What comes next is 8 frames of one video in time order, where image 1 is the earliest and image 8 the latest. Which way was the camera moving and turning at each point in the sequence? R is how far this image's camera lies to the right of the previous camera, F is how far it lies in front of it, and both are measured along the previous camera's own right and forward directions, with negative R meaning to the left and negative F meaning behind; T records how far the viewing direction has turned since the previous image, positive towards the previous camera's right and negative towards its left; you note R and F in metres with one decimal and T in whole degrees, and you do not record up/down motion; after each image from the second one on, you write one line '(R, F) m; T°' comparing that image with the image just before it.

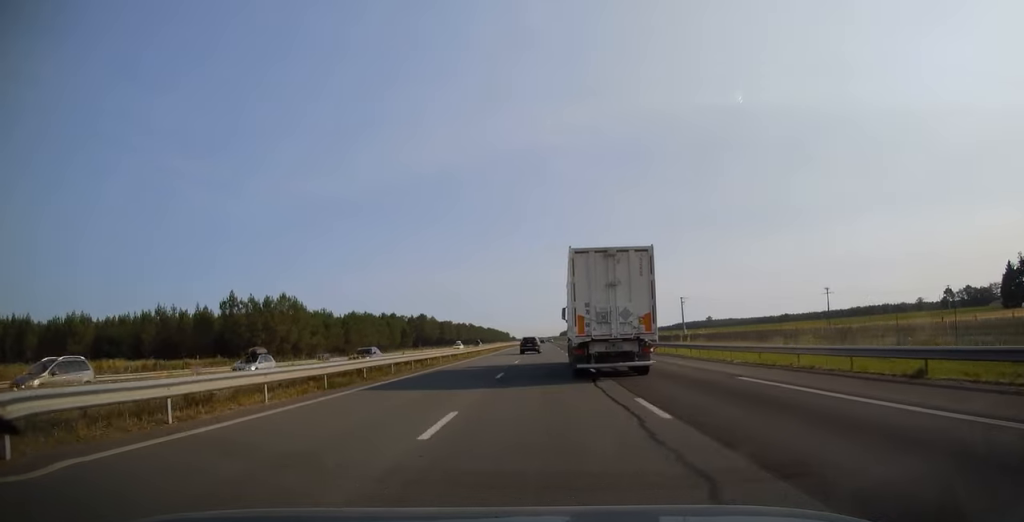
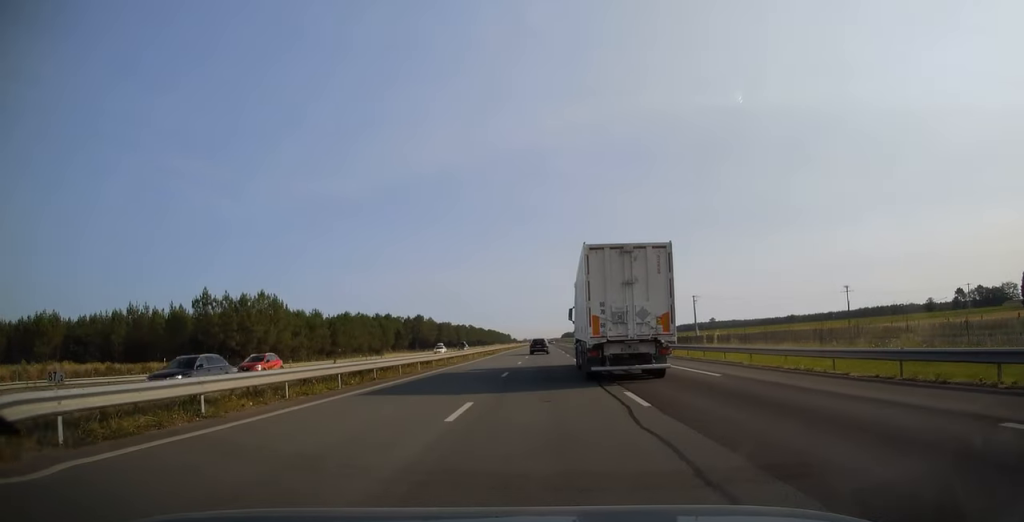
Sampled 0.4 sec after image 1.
(0.0, +11.0) m; 0°
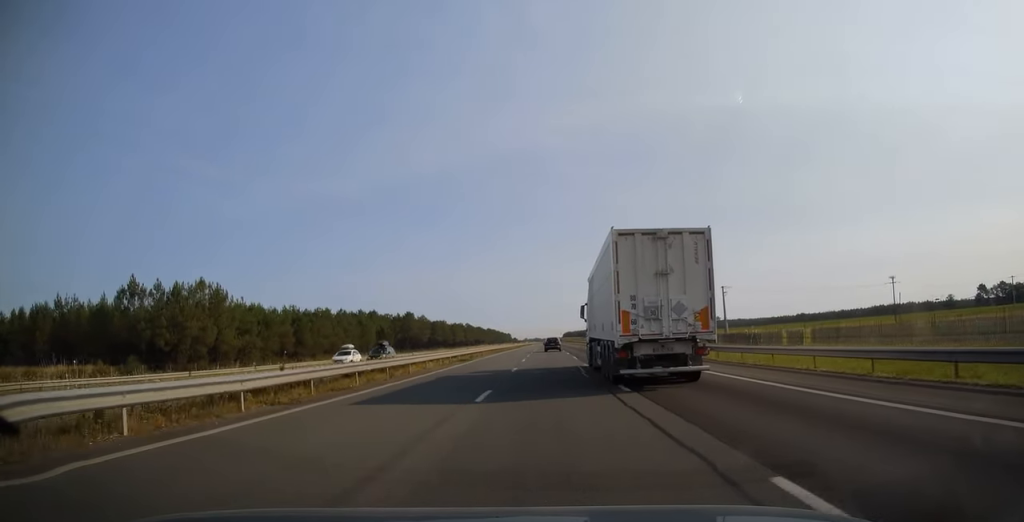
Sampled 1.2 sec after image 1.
(0.0, +22.5) m; 0°
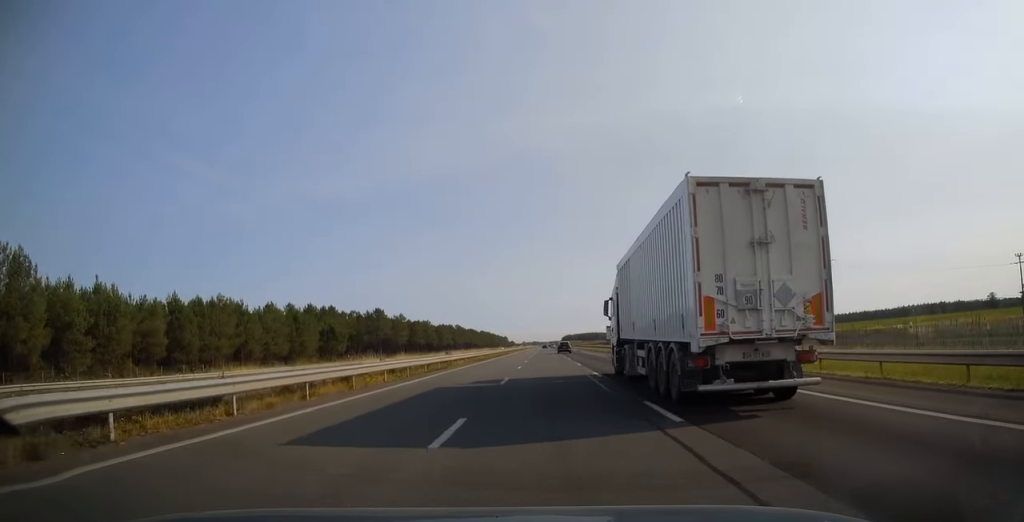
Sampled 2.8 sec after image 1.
(0.0, +44.5) m; 0°
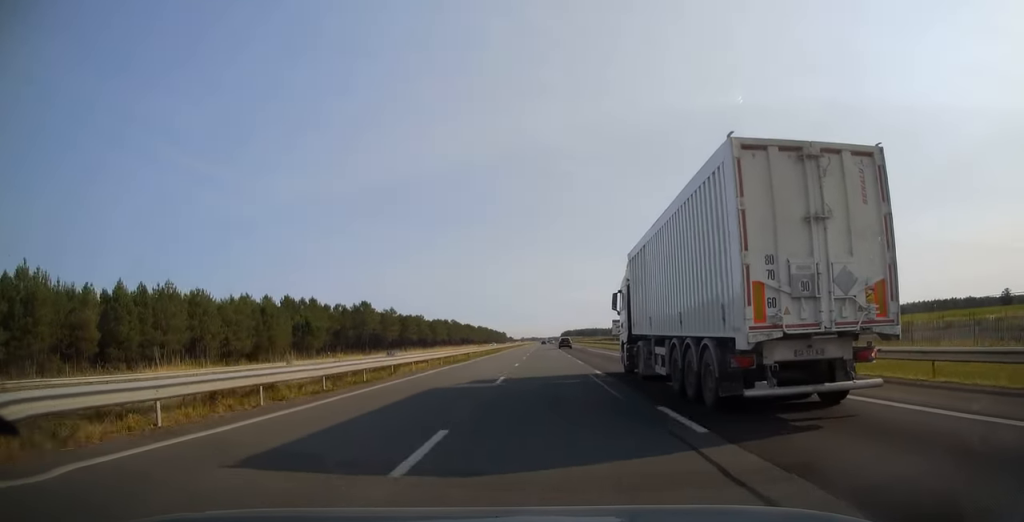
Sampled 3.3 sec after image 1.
(0.0, +14.7) m; 0°
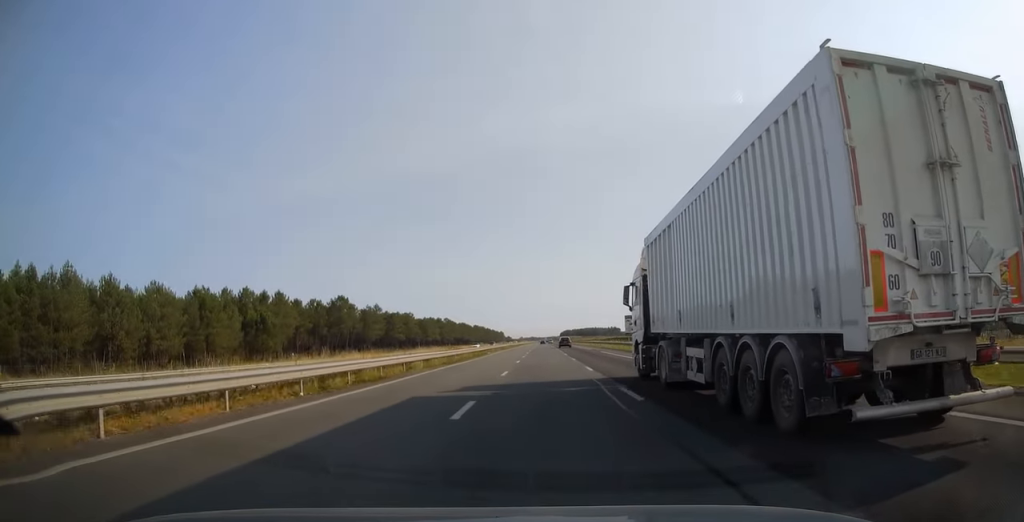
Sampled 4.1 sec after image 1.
(0.0, +21.5) m; 0°
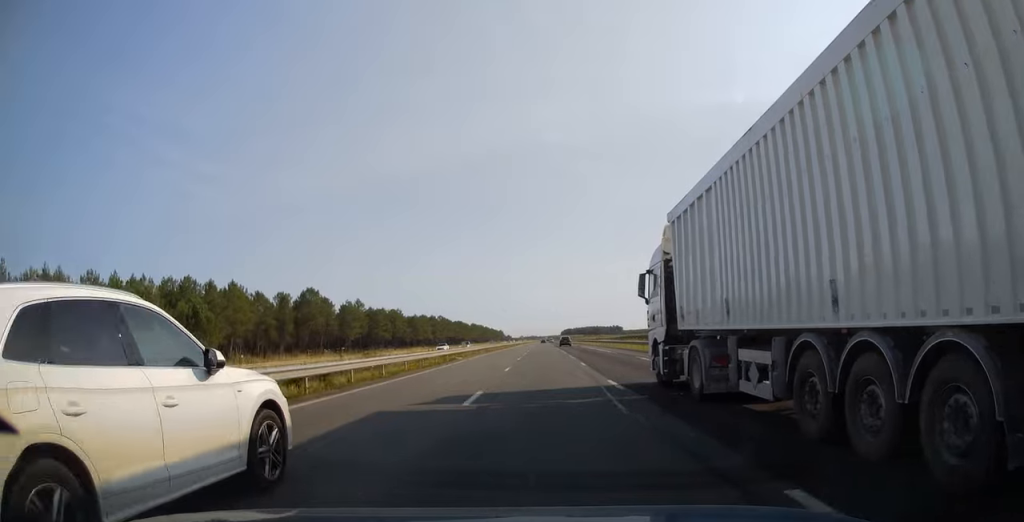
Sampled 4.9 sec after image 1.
(-0.1, +23.6) m; 0°
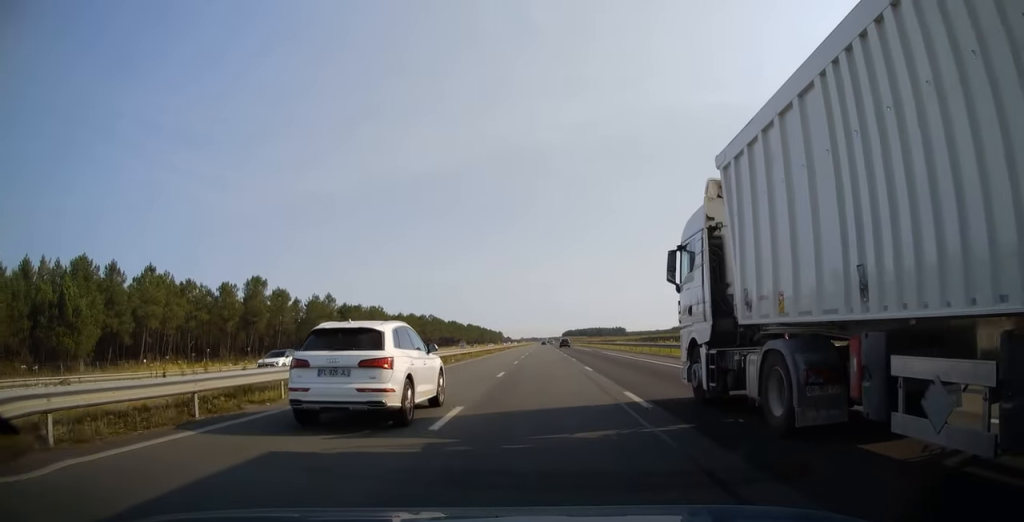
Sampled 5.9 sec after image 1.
(+0.2, +29.5) m; 0°
